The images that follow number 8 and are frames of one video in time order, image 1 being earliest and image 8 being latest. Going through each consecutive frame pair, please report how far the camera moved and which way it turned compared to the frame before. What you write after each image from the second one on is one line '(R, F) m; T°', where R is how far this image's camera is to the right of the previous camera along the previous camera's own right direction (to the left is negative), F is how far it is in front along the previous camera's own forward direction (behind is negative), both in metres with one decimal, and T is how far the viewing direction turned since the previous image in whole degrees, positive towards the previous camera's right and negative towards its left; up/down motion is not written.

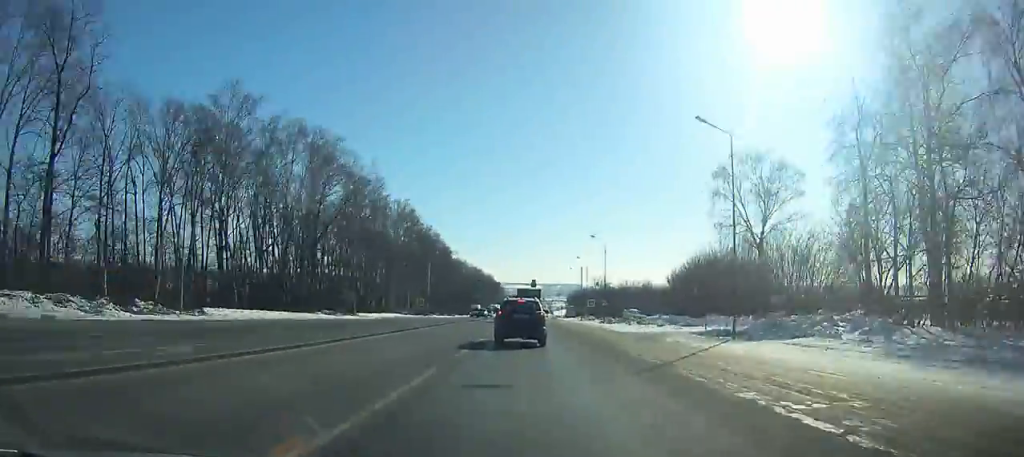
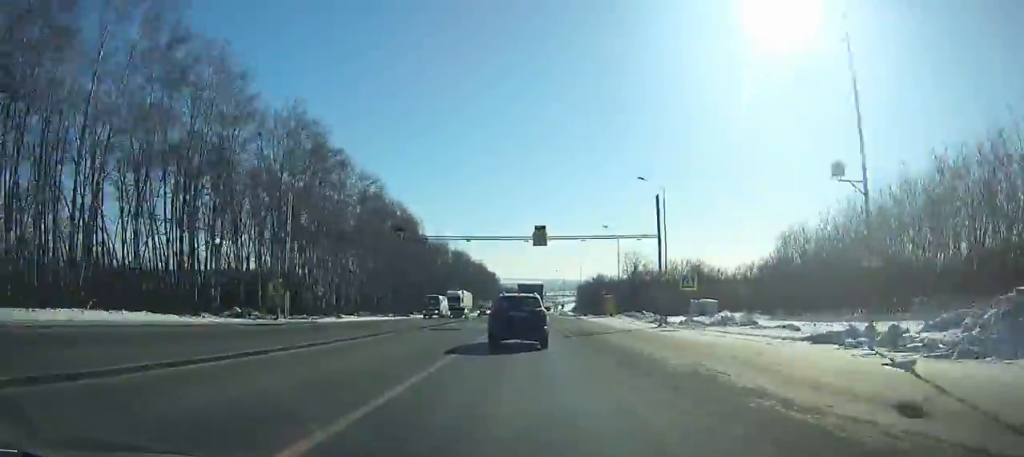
(+0.1, +63.1) m; 0°
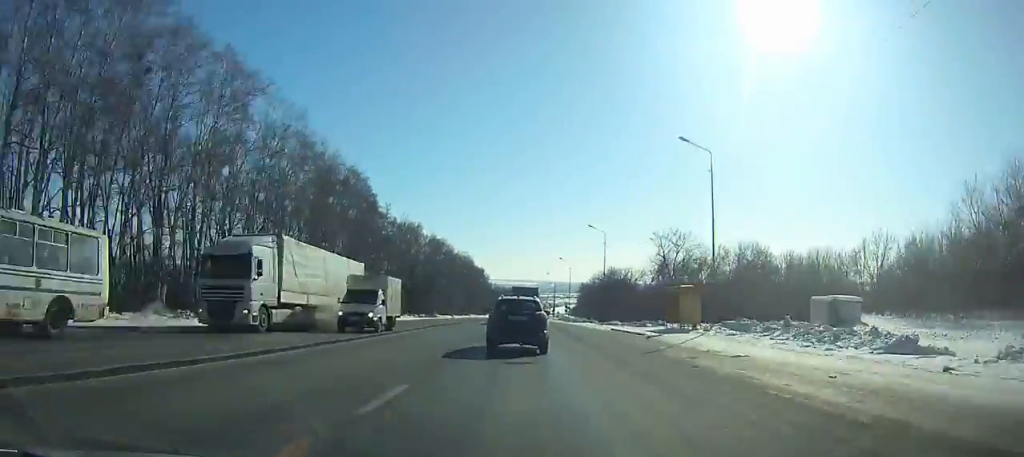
(0.0, +41.0) m; 0°
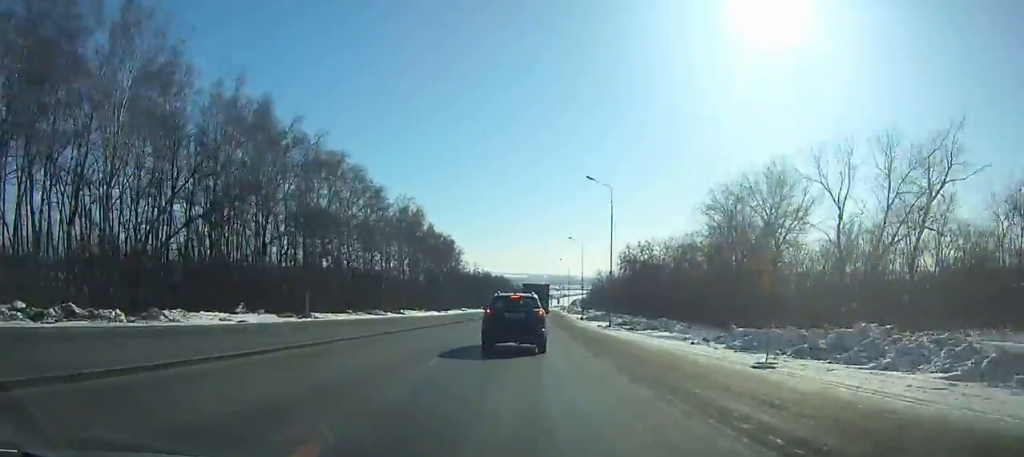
(+0.4, +104.3) m; +1°
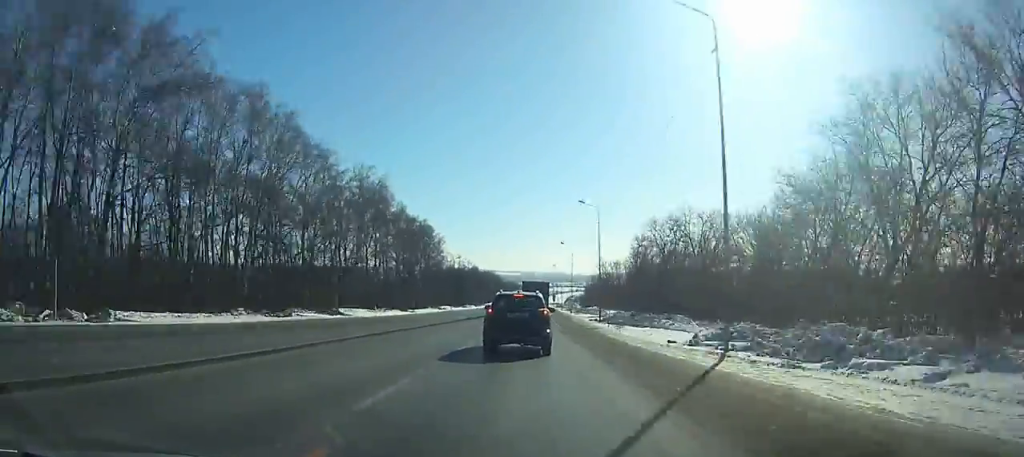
(+0.2, +27.4) m; +1°
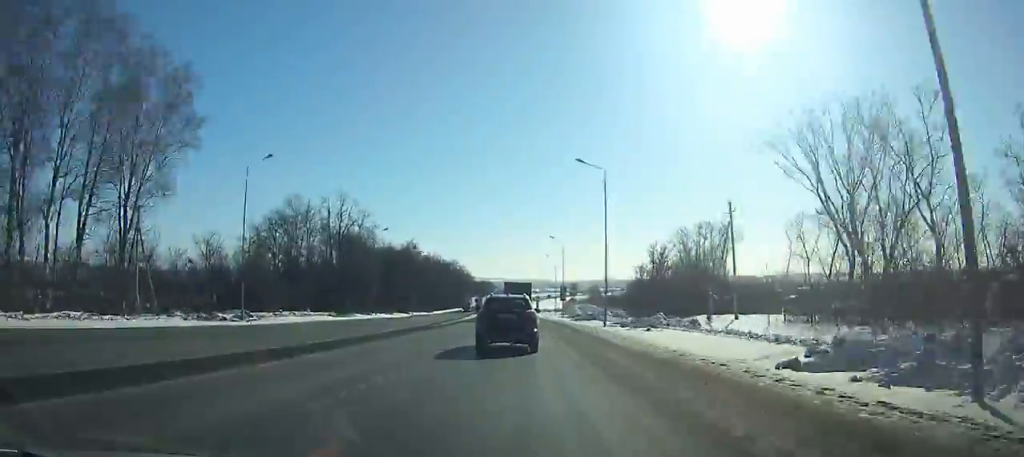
(+3.4, +130.9) m; +2°
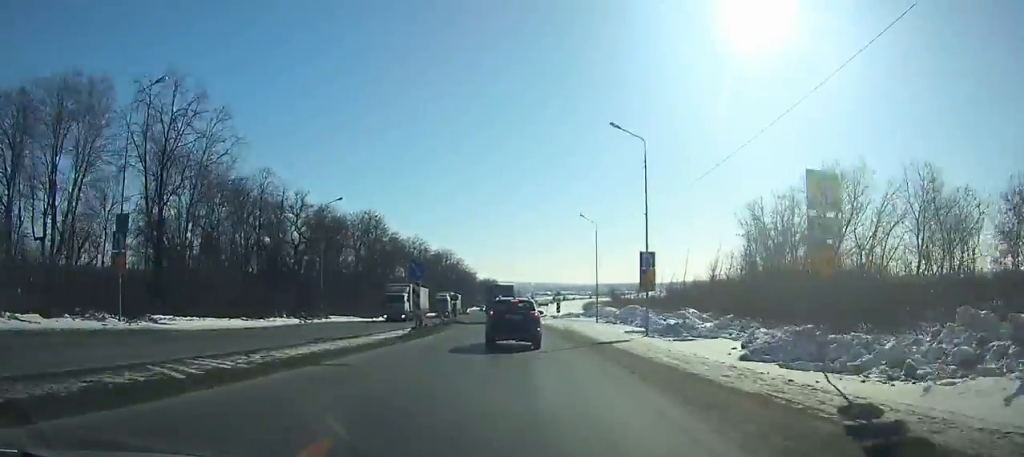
(-0.2, +52.9) m; -1°
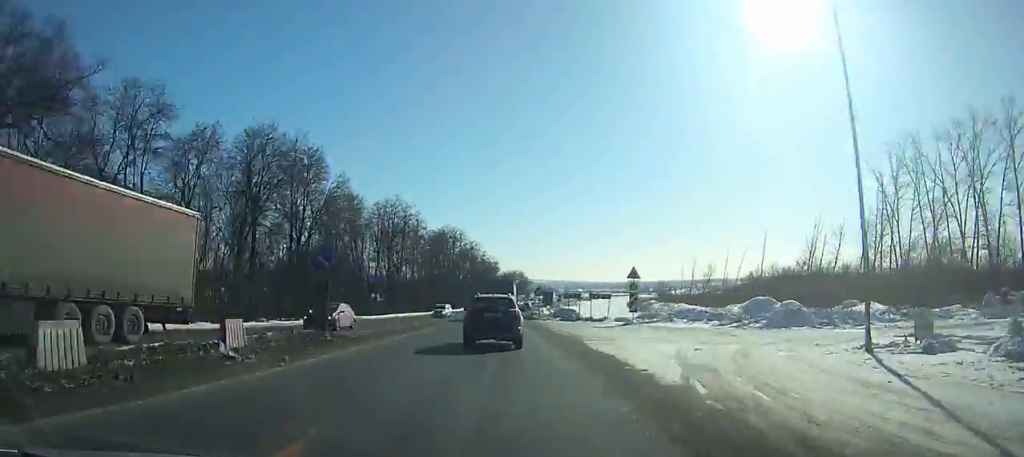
(-0.4, +48.1) m; -2°
